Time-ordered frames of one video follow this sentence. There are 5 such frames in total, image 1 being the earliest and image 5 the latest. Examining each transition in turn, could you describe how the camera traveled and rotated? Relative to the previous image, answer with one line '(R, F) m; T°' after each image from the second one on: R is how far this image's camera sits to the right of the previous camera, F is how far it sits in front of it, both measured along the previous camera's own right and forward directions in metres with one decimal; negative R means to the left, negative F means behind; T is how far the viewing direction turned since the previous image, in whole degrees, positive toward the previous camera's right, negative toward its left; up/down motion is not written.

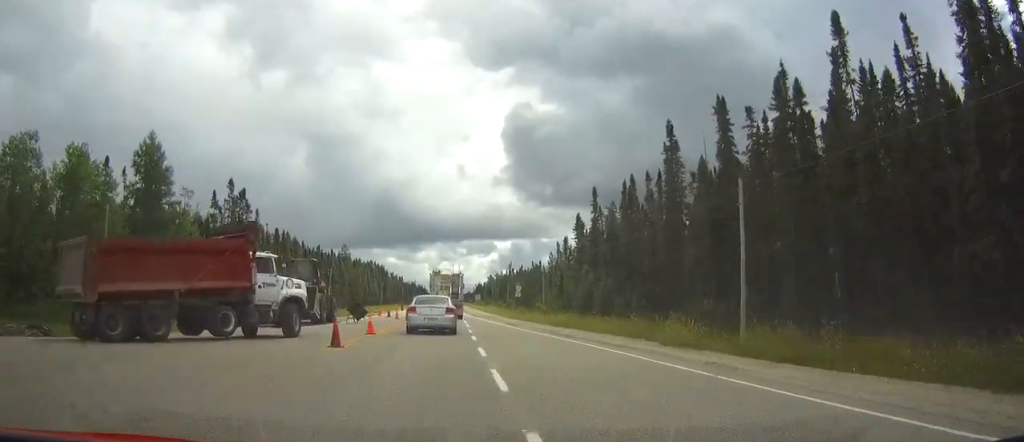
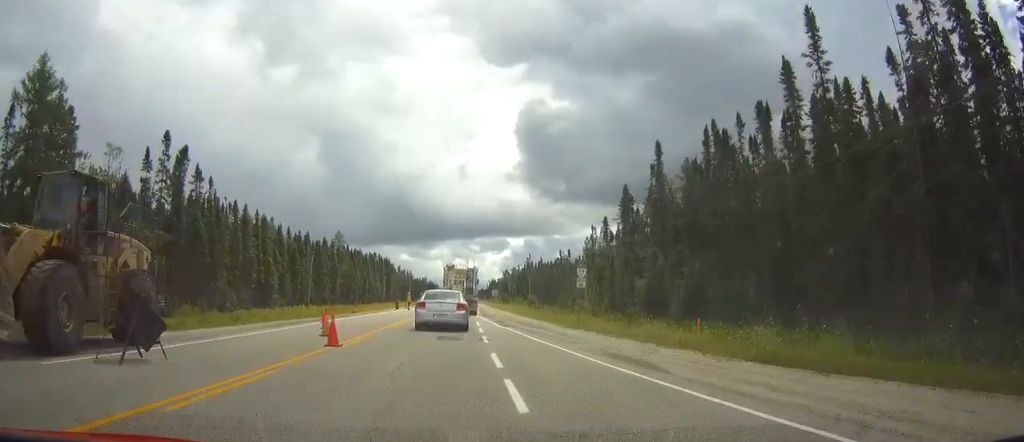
(-0.2, +26.8) m; -1°
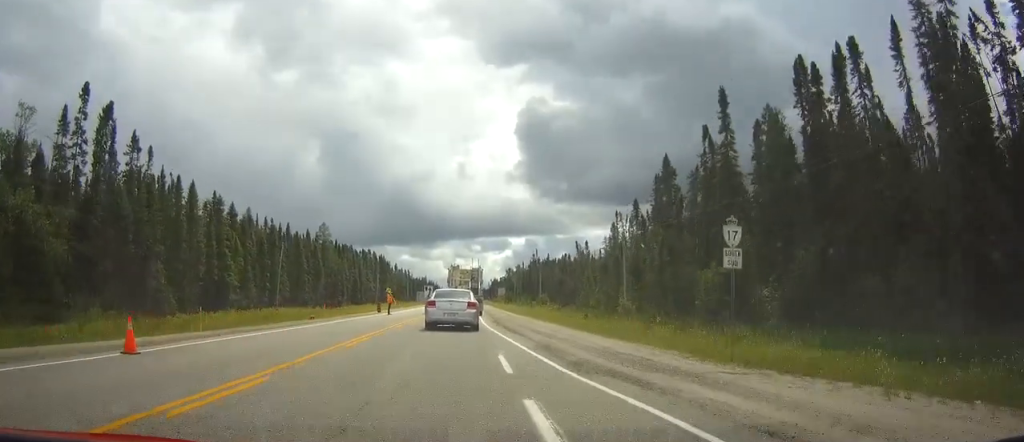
(0.0, +18.8) m; 0°
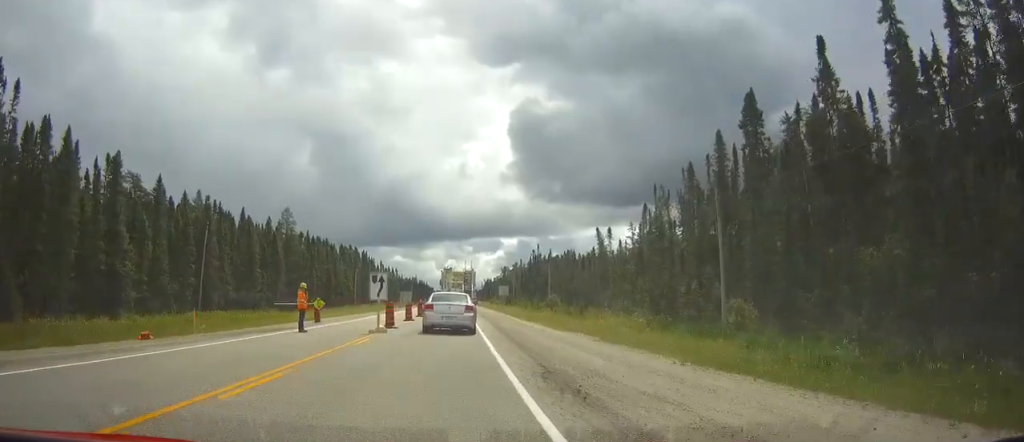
(+0.2, +24.9) m; 0°
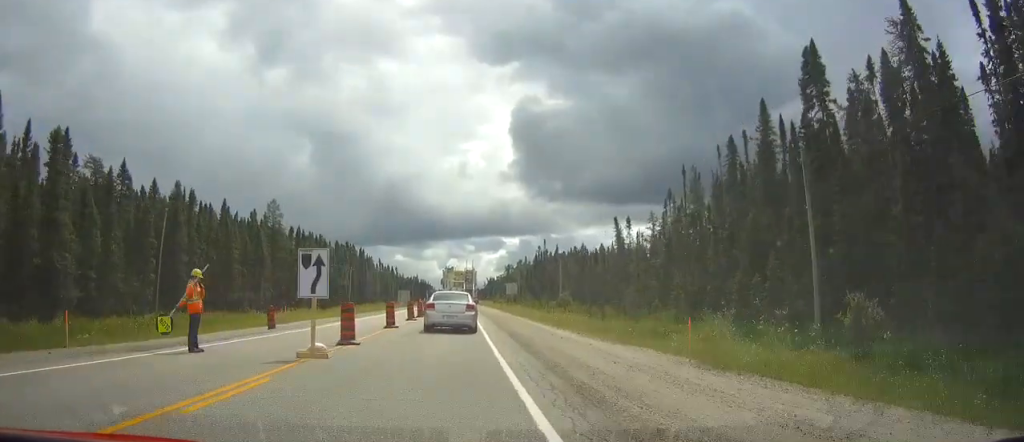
(0.0, +10.4) m; 0°
